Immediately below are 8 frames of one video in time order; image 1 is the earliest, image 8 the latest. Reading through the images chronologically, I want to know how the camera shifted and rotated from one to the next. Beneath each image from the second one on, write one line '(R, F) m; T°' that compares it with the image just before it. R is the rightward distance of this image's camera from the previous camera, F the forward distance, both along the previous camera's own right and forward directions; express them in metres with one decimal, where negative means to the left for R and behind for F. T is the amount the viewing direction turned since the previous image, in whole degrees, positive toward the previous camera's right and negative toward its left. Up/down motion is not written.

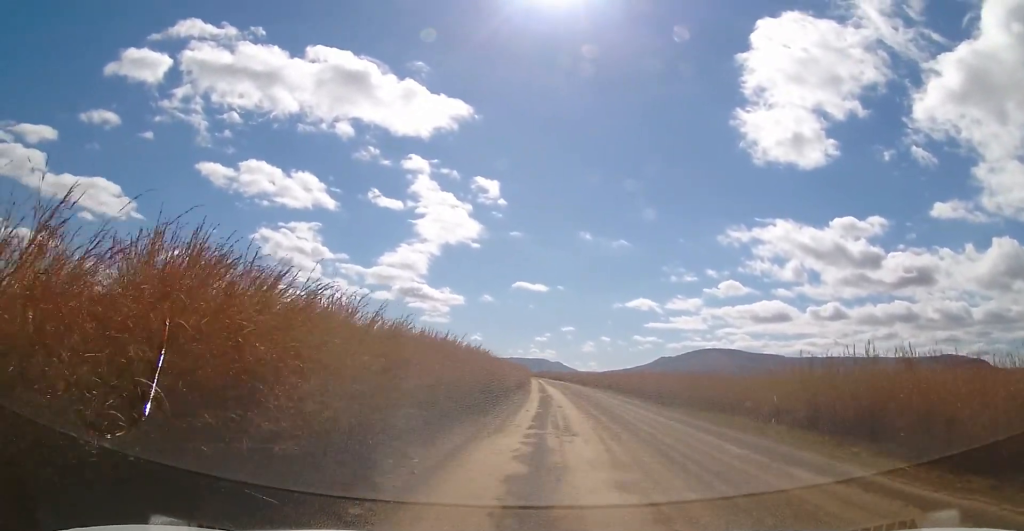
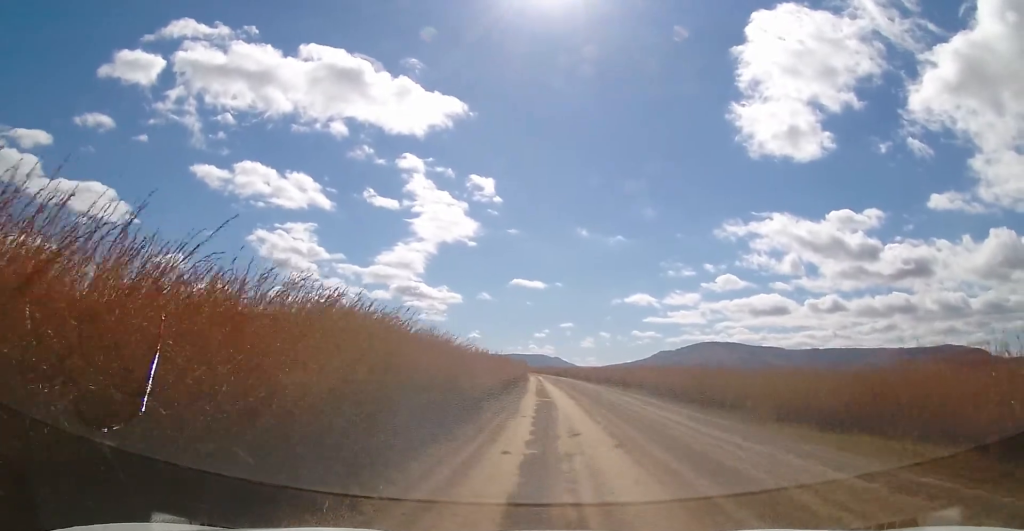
(0.0, +12.6) m; 0°
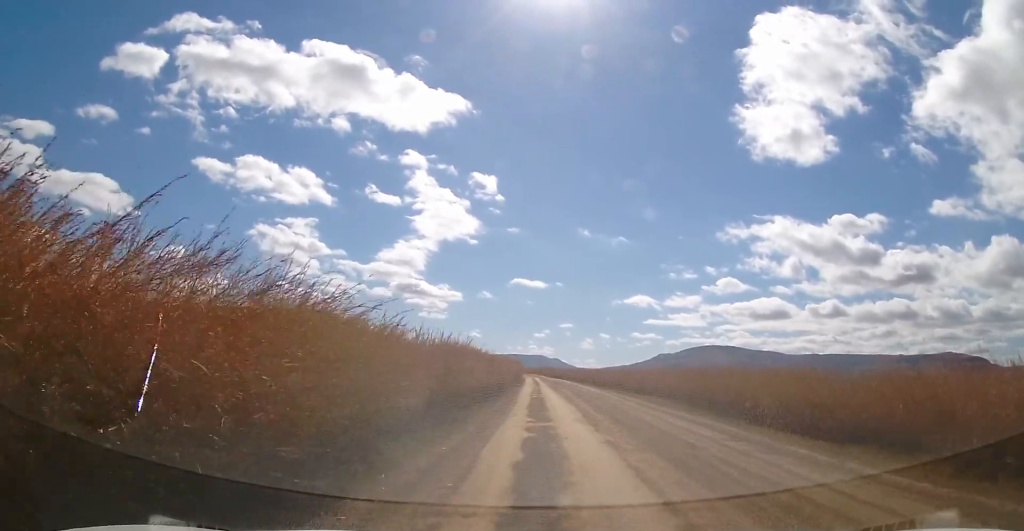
(0.0, +11.9) m; 0°
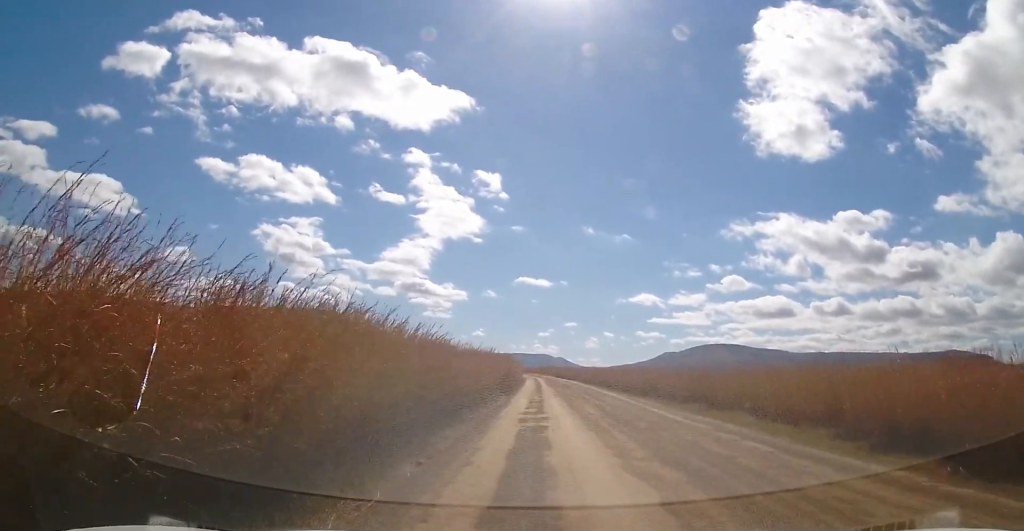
(0.0, +16.2) m; 0°
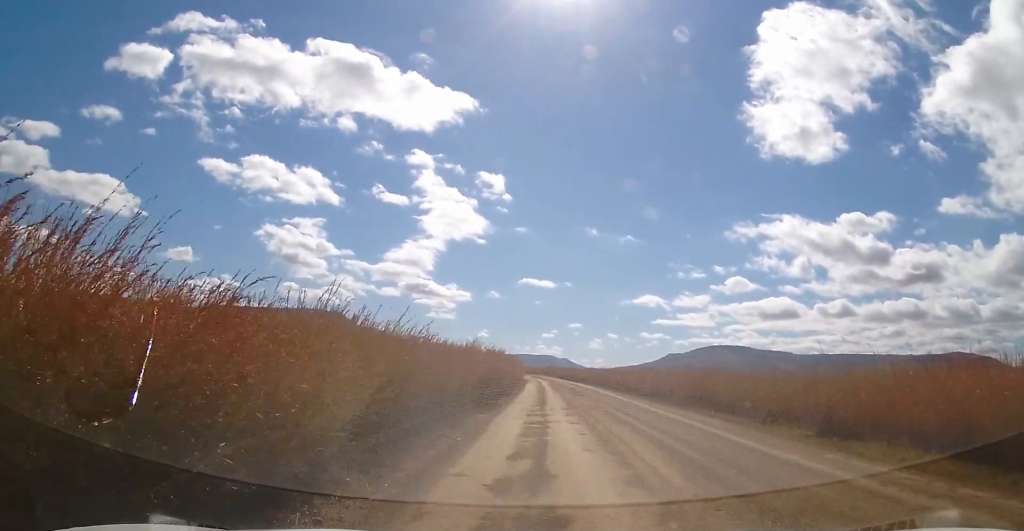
(0.0, +11.3) m; -1°
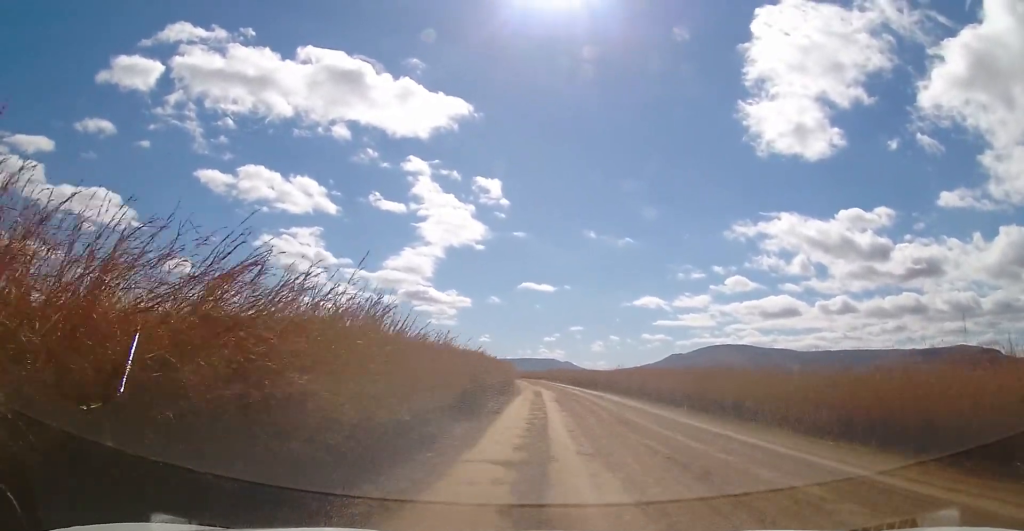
(-0.5, +27.5) m; -1°
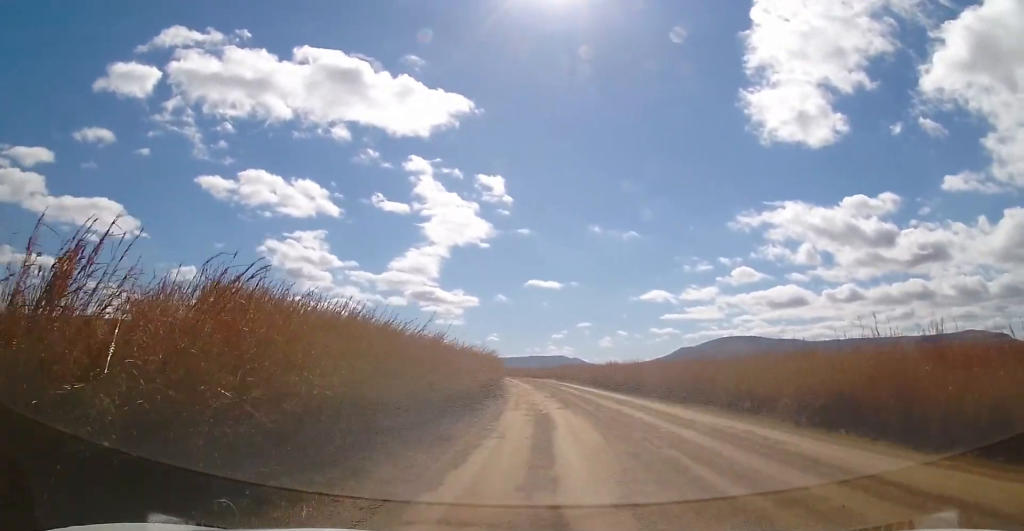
(+0.3, +26.5) m; 0°
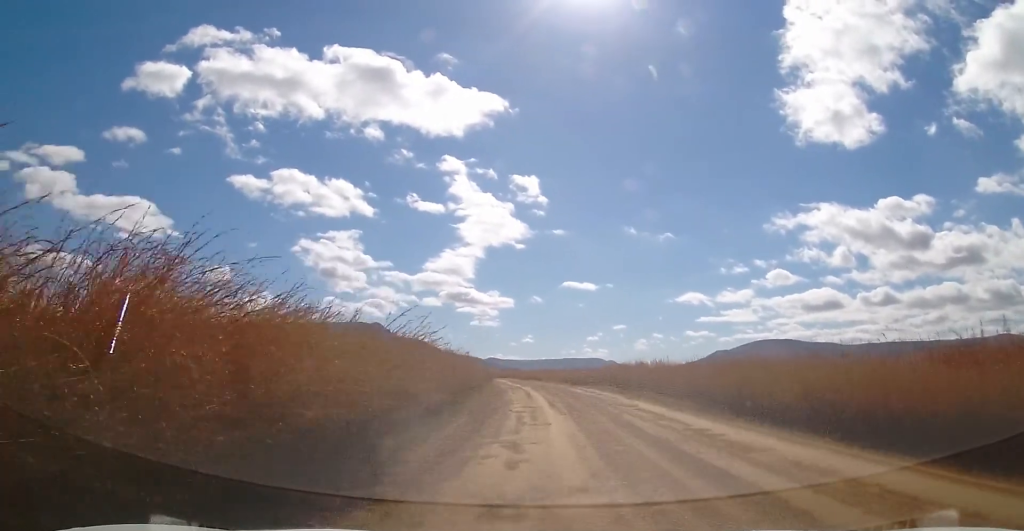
(-1.3, +33.1) m; -3°
